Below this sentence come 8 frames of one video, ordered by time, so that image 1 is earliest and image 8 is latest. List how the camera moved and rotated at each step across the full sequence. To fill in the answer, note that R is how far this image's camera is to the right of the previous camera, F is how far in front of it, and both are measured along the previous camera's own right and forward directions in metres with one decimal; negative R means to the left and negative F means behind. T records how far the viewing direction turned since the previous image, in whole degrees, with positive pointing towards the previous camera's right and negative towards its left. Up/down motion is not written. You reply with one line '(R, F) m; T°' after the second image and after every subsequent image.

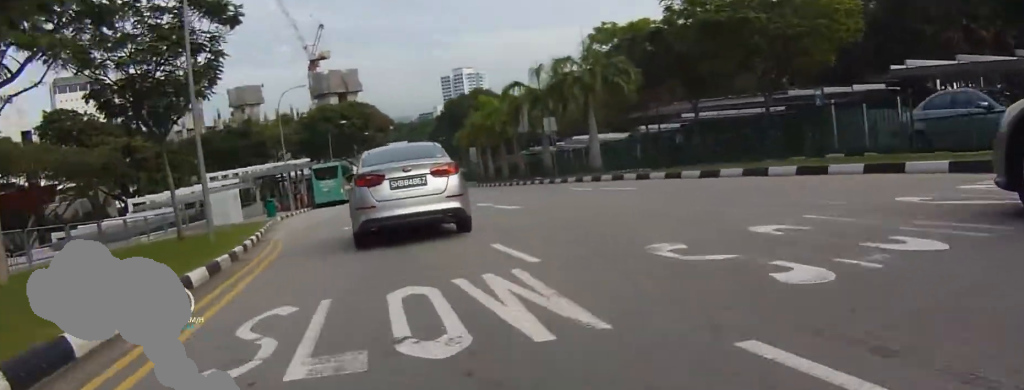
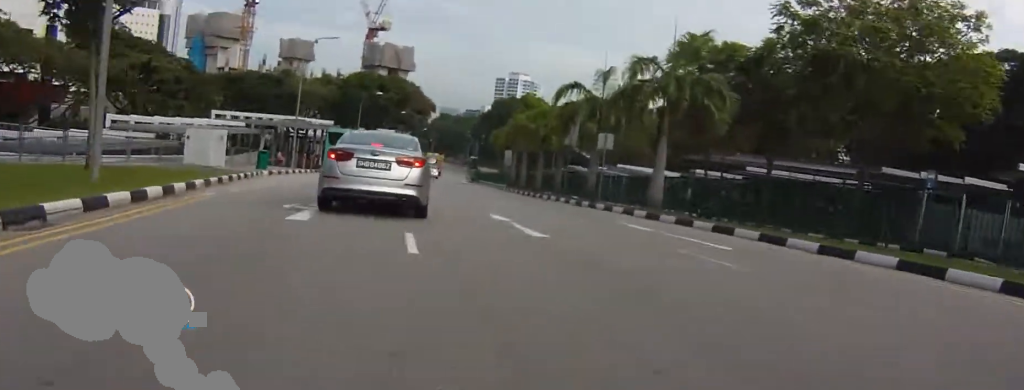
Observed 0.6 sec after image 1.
(-0.8, +4.3) m; -7°
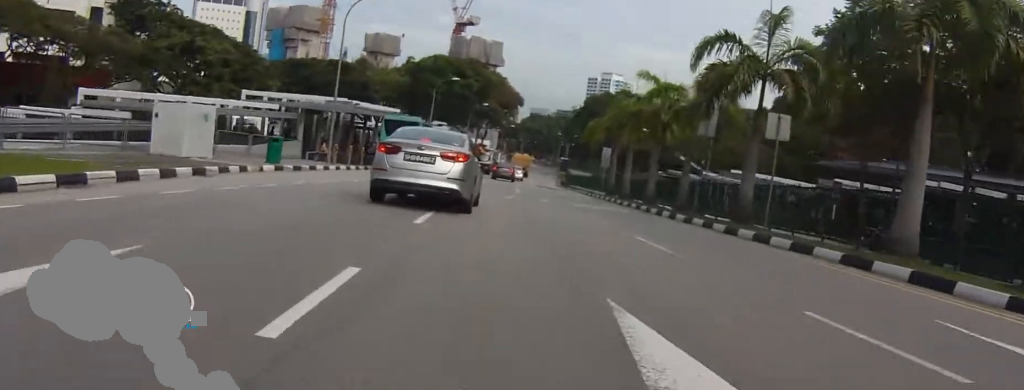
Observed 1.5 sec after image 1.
(-0.5, +7.6) m; -2°
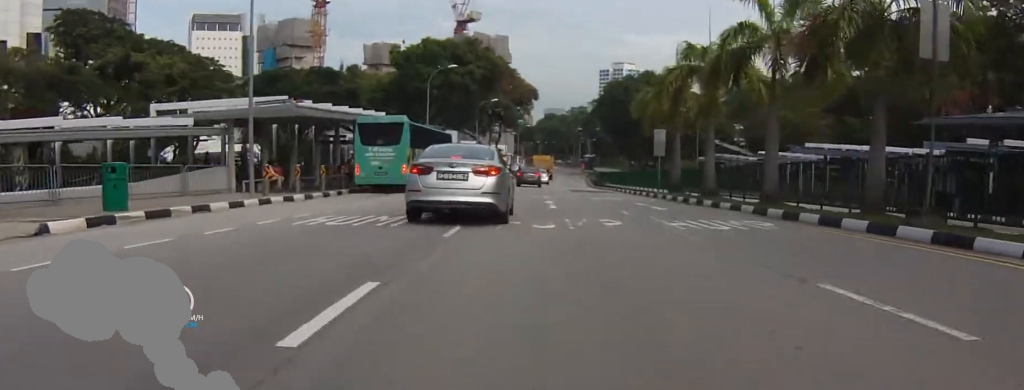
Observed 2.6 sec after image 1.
(+0.4, +10.1) m; +4°
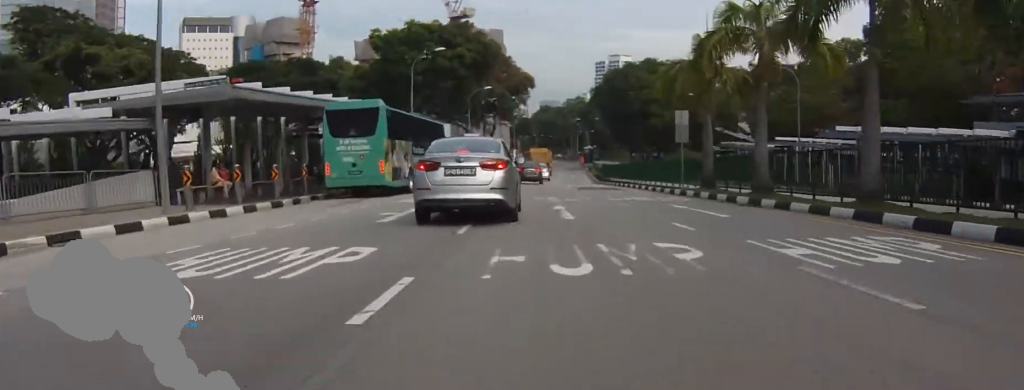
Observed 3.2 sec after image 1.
(+0.1, +5.1) m; 0°
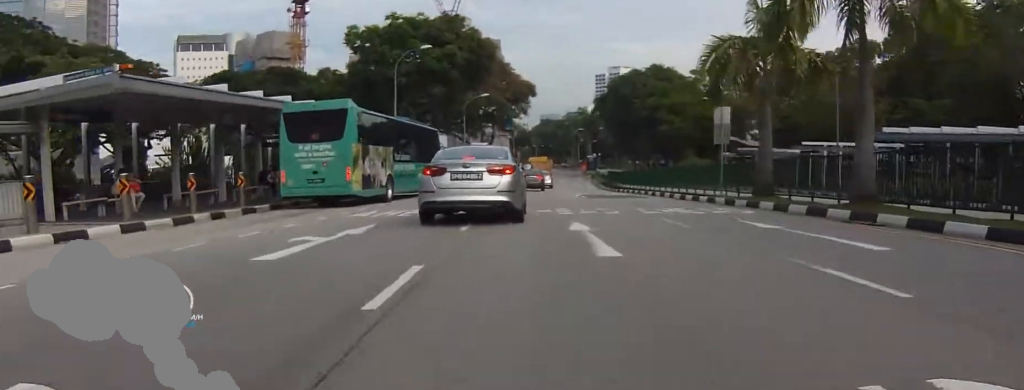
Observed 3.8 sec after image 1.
(0.0, +5.9) m; -1°
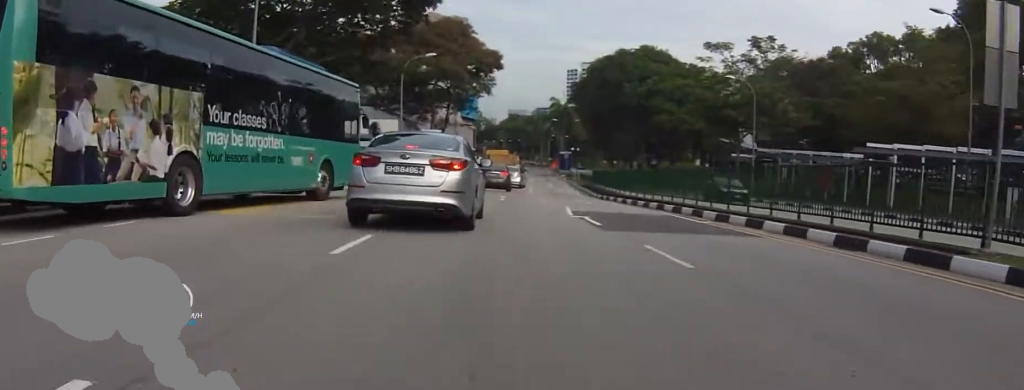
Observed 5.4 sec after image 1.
(-1.3, +17.3) m; -5°
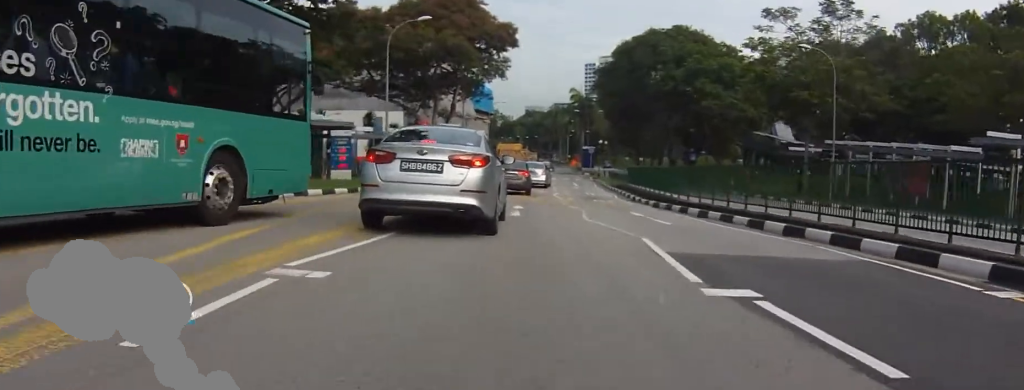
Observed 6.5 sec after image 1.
(+0.6, +13.3) m; +1°
